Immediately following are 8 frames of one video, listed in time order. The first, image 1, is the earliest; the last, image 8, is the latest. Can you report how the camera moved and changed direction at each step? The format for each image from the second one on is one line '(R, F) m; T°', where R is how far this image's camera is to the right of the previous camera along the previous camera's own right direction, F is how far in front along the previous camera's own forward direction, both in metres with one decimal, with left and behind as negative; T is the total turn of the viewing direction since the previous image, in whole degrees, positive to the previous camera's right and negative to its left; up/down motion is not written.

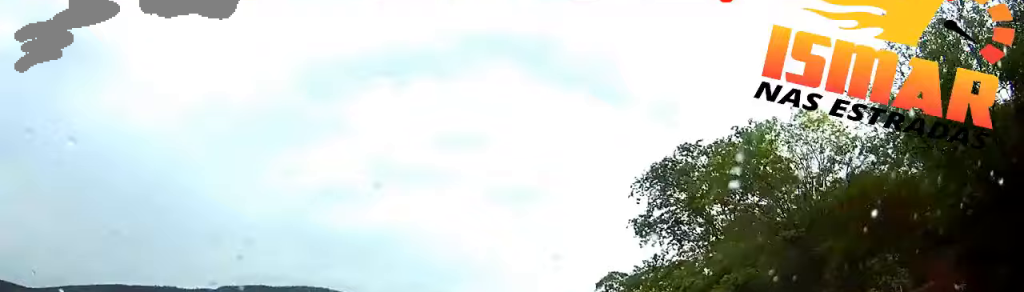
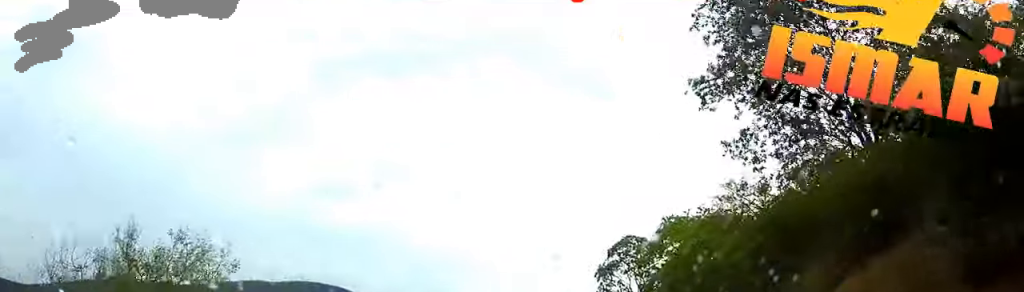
(-0.1, +22.6) m; 0°
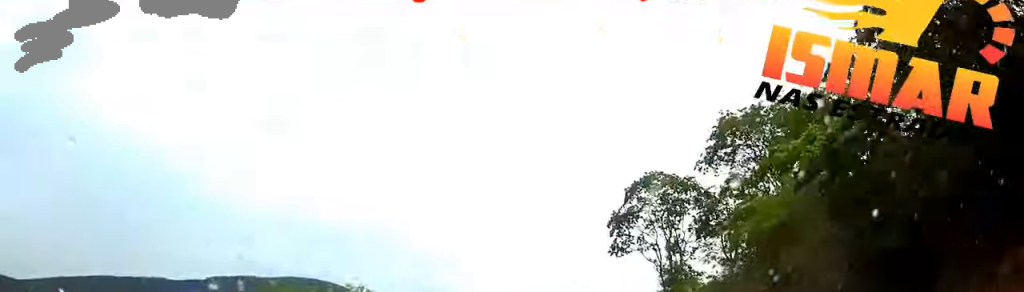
(+0.1, +25.0) m; 0°
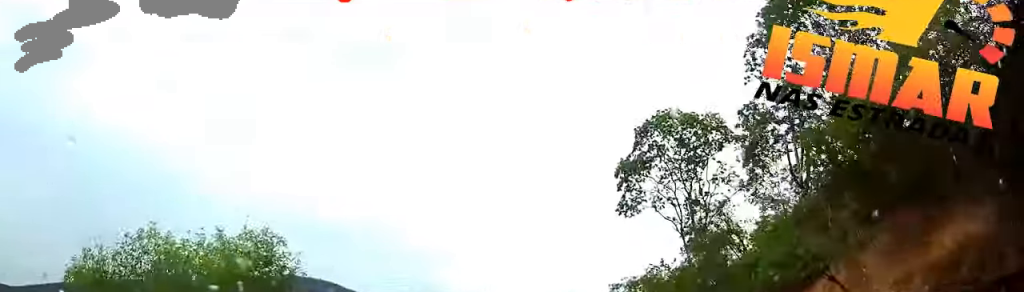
(+0.1, +11.9) m; 0°
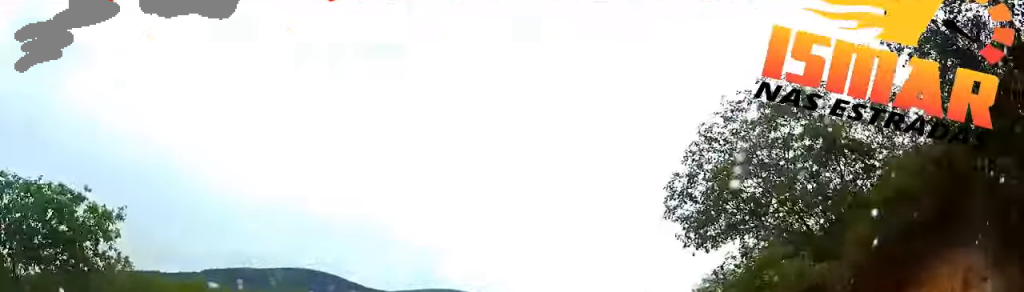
(0.0, +39.7) m; 0°
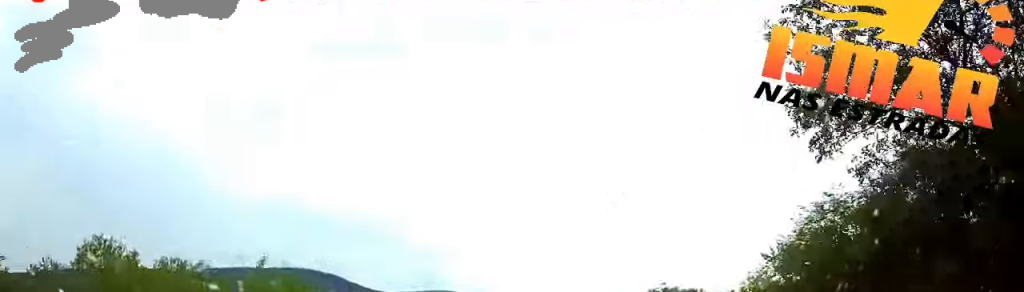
(0.0, +11.9) m; 0°
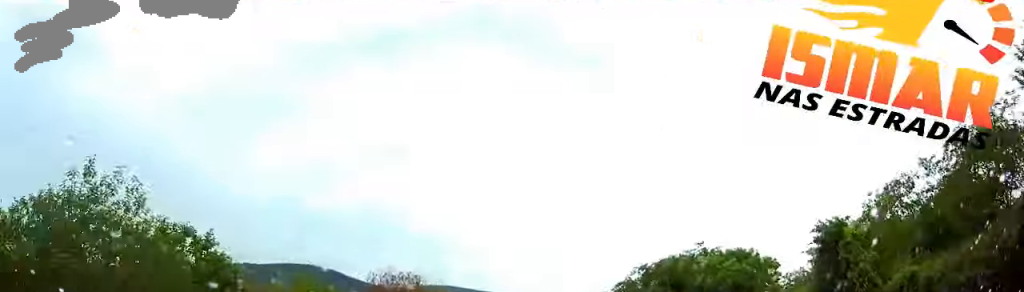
(0.0, +15.0) m; 0°
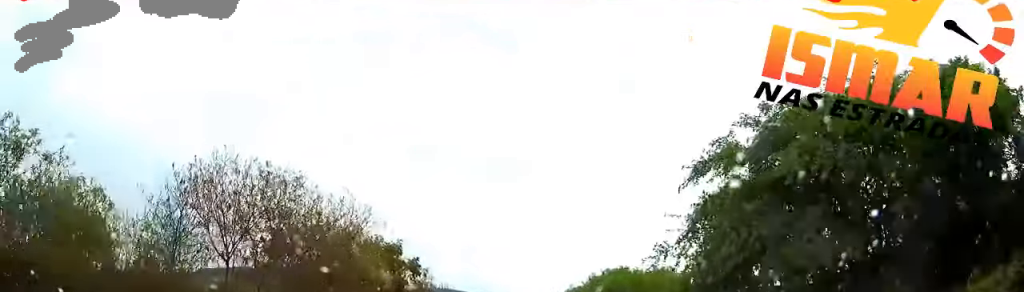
(0.0, +27.9) m; 0°
